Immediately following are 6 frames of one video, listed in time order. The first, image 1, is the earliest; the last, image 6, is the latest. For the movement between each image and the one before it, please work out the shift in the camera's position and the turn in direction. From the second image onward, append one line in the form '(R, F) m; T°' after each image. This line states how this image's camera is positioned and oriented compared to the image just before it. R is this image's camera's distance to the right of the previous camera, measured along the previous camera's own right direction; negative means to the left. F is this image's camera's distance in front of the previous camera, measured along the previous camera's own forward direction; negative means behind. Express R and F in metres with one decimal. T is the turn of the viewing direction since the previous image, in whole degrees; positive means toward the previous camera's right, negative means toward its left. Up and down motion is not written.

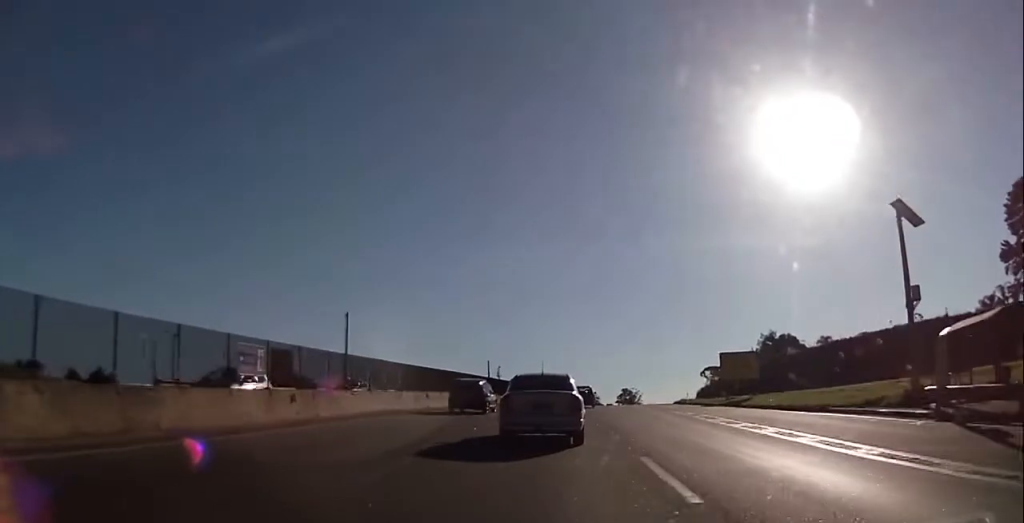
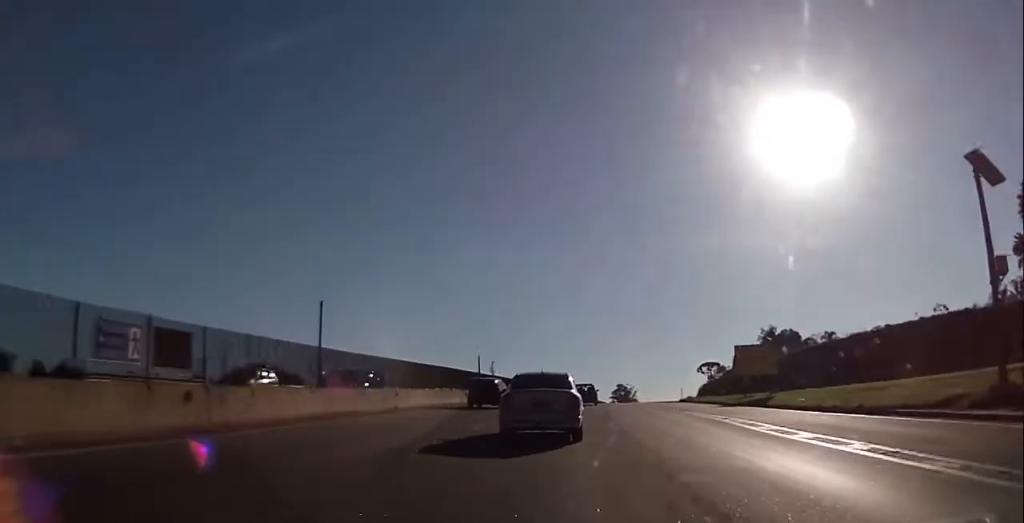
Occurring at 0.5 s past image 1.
(+0.2, +5.3) m; +3°
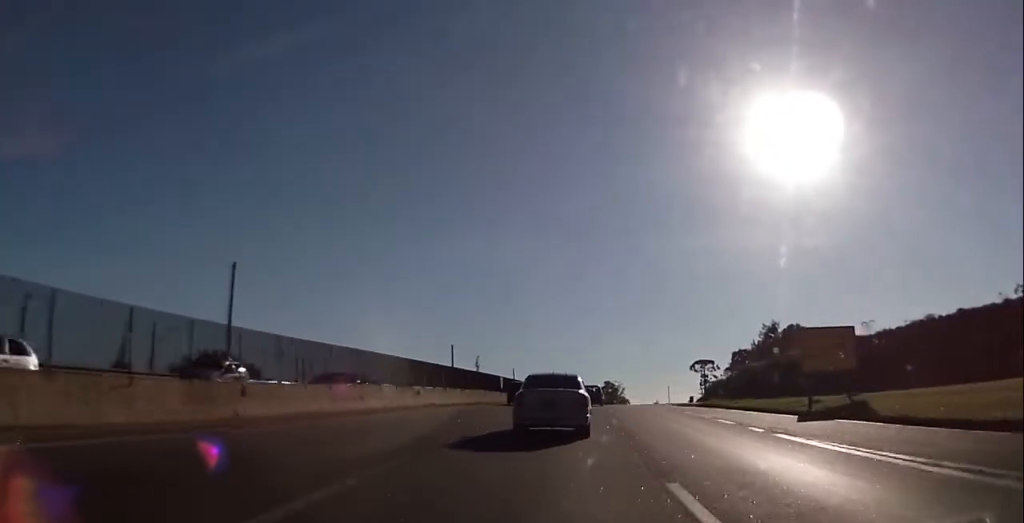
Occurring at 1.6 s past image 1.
(+0.7, +13.3) m; +2°
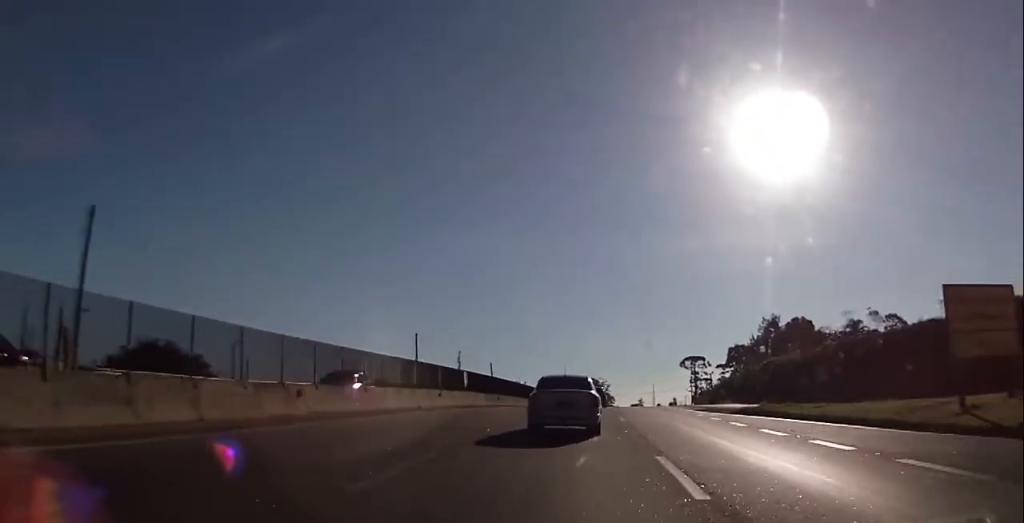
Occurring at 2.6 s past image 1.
(-0.4, +12.8) m; -2°
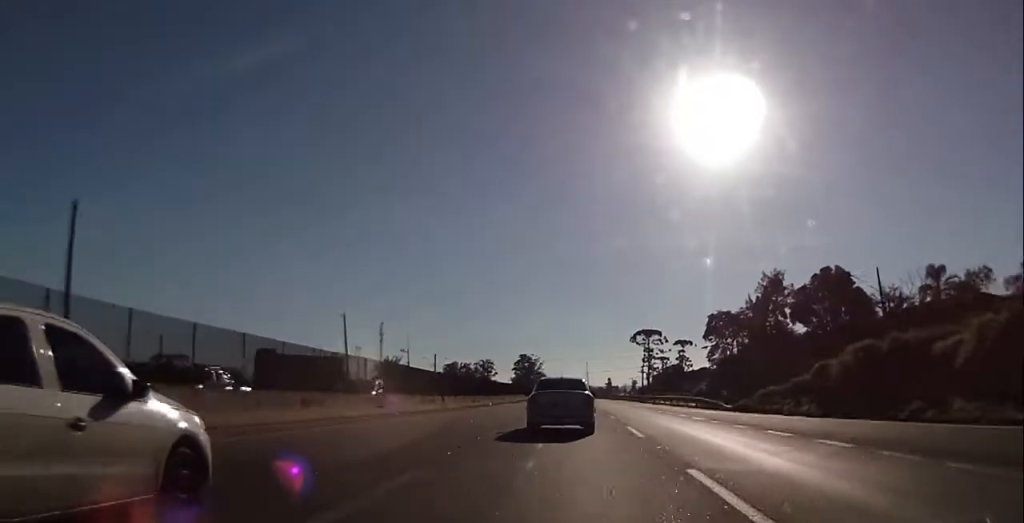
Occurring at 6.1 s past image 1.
(+4.0, +46.6) m; +9°
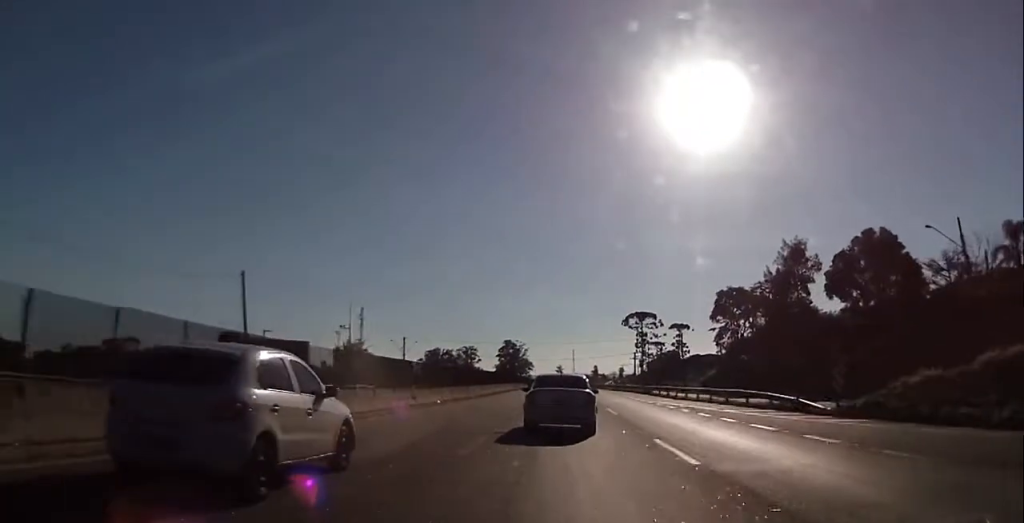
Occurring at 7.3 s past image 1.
(-0.1, +18.1) m; 0°
